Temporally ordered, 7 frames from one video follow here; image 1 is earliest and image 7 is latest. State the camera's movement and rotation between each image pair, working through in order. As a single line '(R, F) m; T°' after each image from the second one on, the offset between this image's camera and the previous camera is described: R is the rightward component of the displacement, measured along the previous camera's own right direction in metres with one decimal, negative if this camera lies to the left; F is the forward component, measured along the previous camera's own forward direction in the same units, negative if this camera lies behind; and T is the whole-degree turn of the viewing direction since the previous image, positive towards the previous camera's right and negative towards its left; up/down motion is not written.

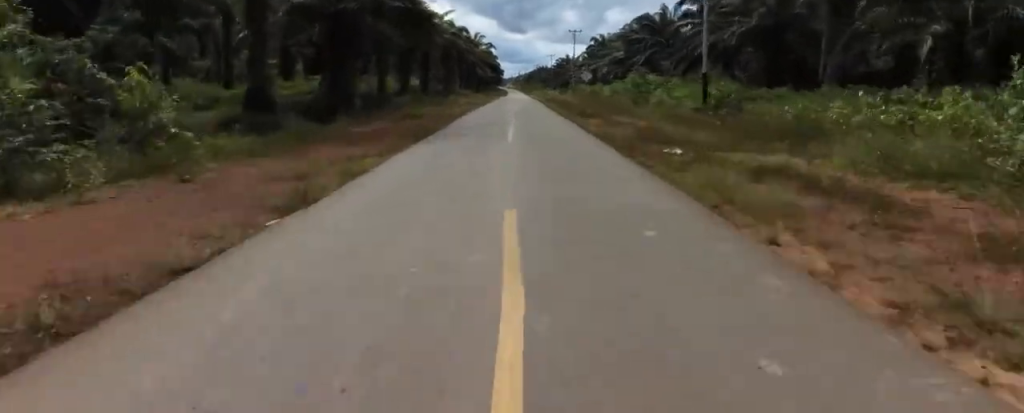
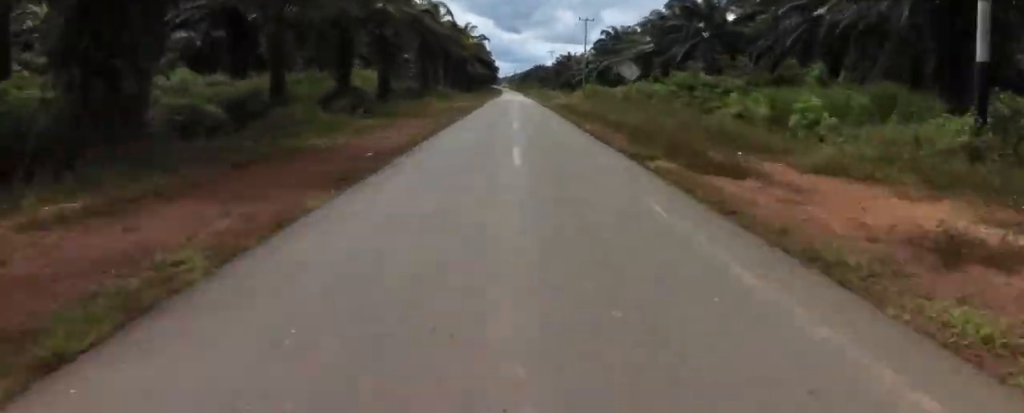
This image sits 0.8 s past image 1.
(+0.5, +16.7) m; -1°
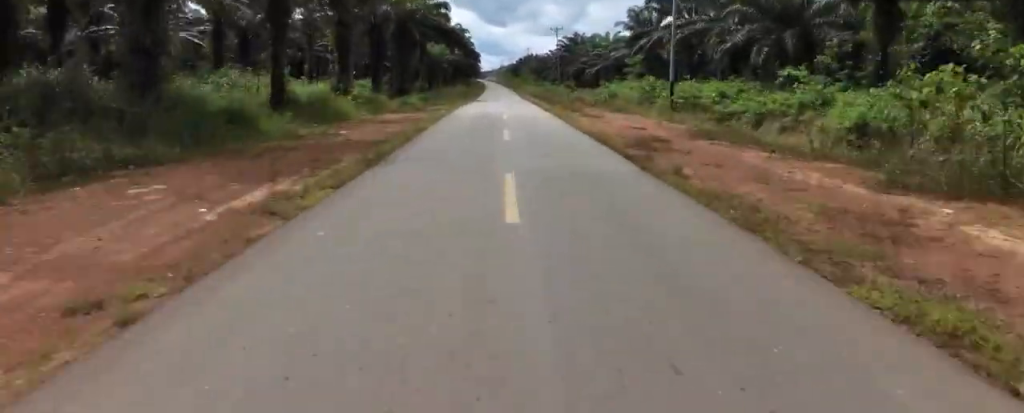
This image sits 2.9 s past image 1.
(-3.4, +47.0) m; -1°
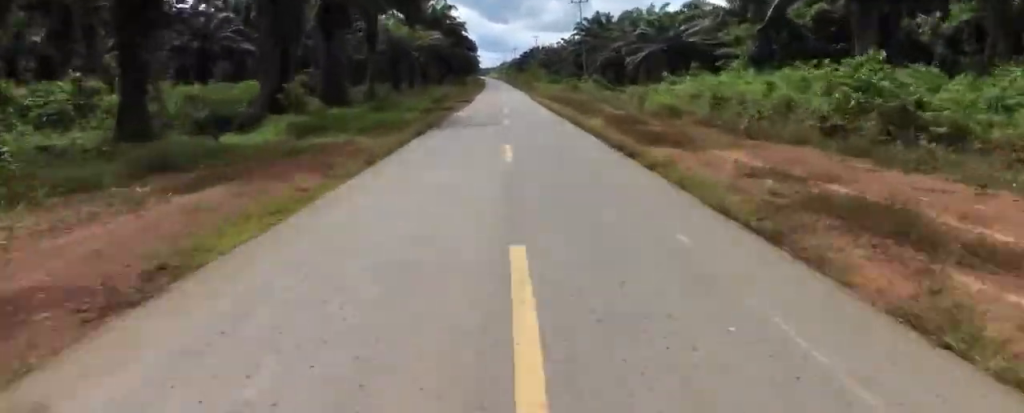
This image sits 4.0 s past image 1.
(+1.9, +27.7) m; +3°
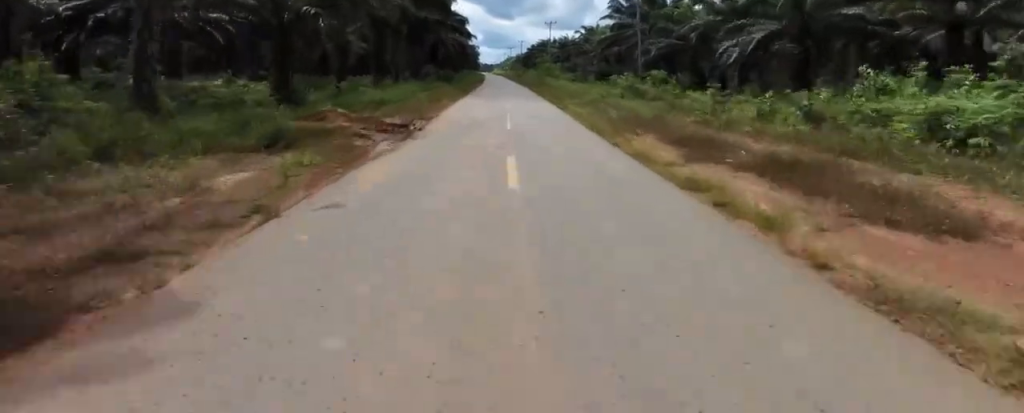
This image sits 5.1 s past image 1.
(-0.6, +27.7) m; -3°
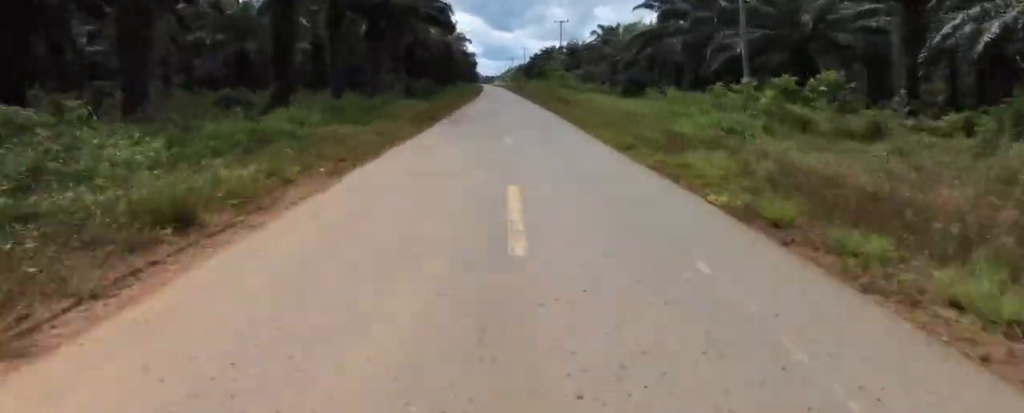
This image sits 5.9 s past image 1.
(-0.5, +19.7) m; -1°
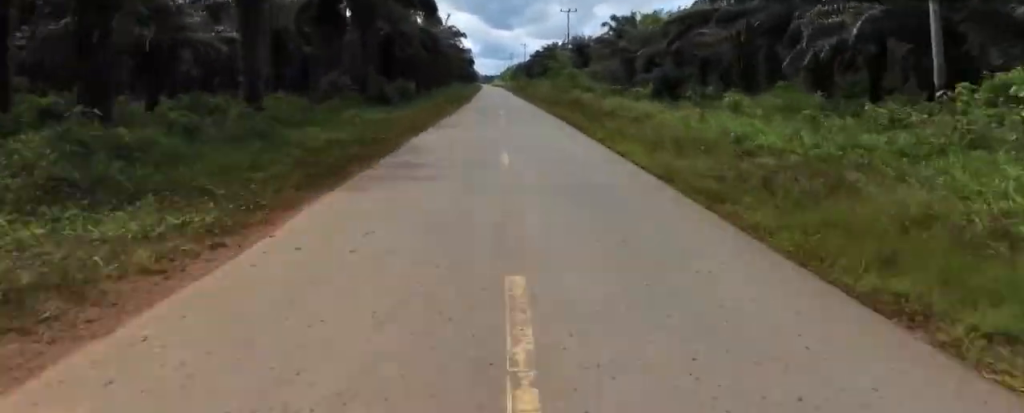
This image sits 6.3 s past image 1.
(0.0, +10.4) m; 0°
